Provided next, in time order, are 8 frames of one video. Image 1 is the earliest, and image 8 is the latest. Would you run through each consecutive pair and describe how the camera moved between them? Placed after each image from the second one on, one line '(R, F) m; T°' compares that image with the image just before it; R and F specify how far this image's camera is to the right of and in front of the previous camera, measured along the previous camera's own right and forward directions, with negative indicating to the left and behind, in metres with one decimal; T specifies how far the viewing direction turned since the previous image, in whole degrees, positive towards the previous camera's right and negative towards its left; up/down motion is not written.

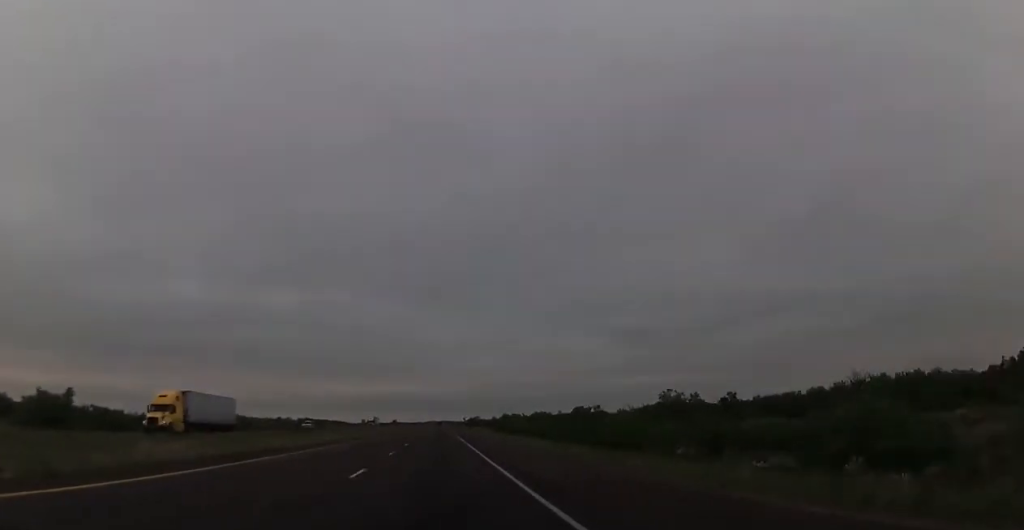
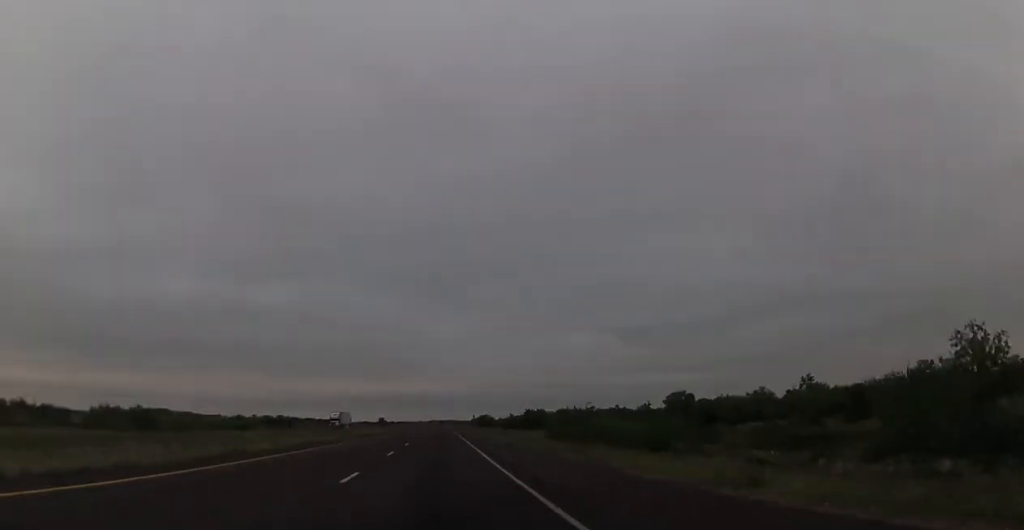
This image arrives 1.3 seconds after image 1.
(-0.2, +50.1) m; 0°
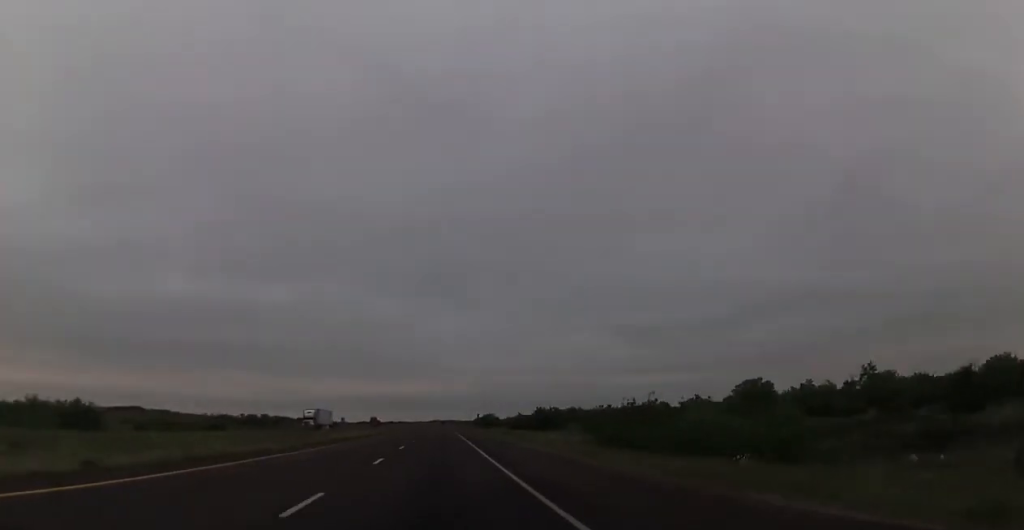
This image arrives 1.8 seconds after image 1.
(+0.1, +17.6) m; 0°
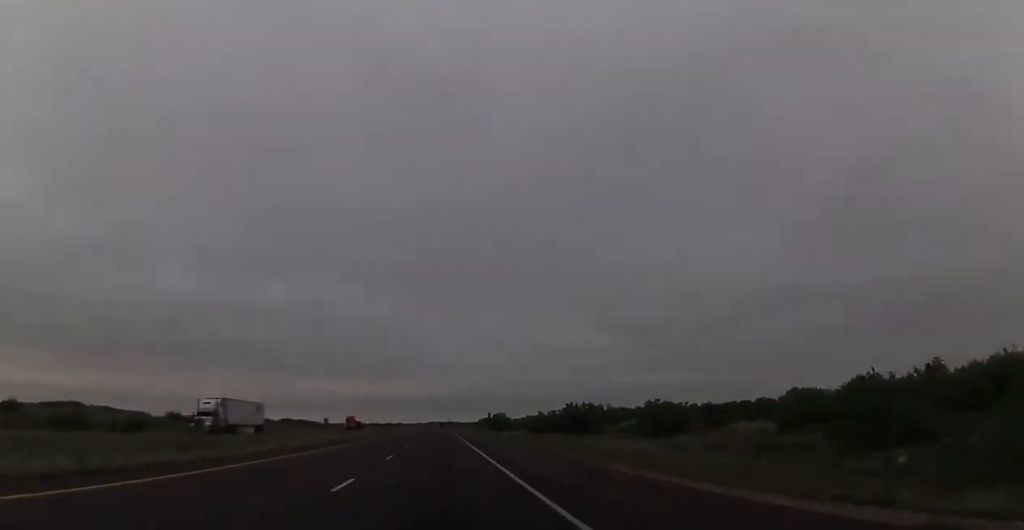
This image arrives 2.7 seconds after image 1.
(0.0, +32.6) m; 0°
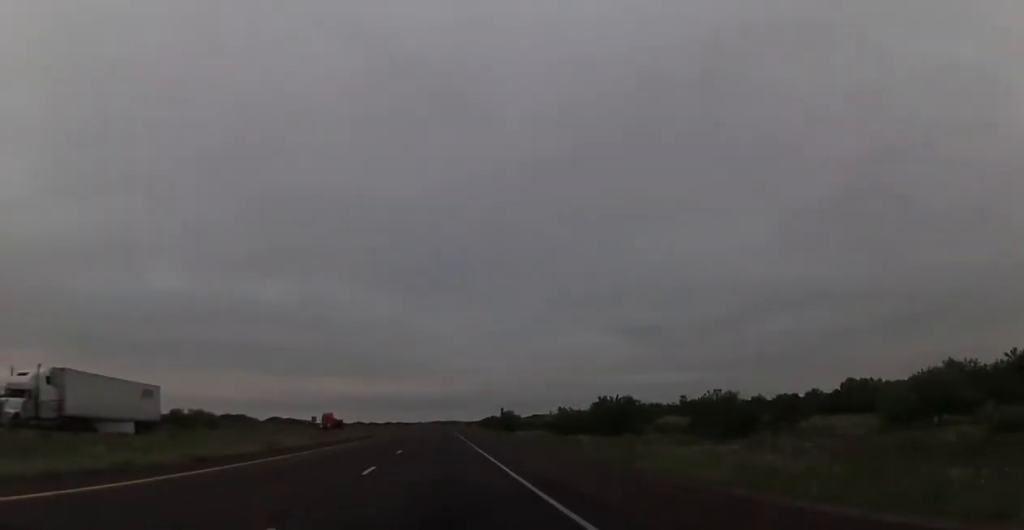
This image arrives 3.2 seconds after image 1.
(0.0, +20.0) m; 0°
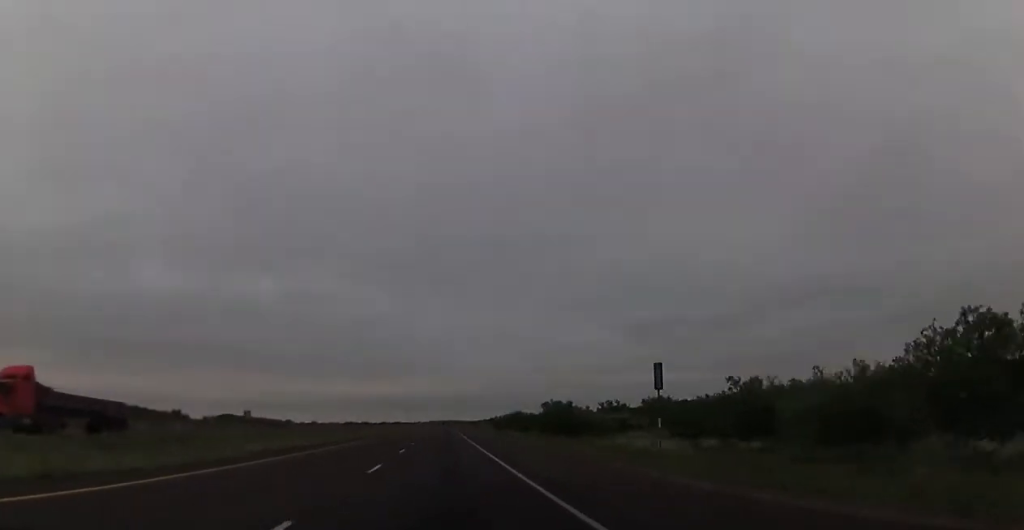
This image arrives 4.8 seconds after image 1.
(-0.4, +60.0) m; 0°
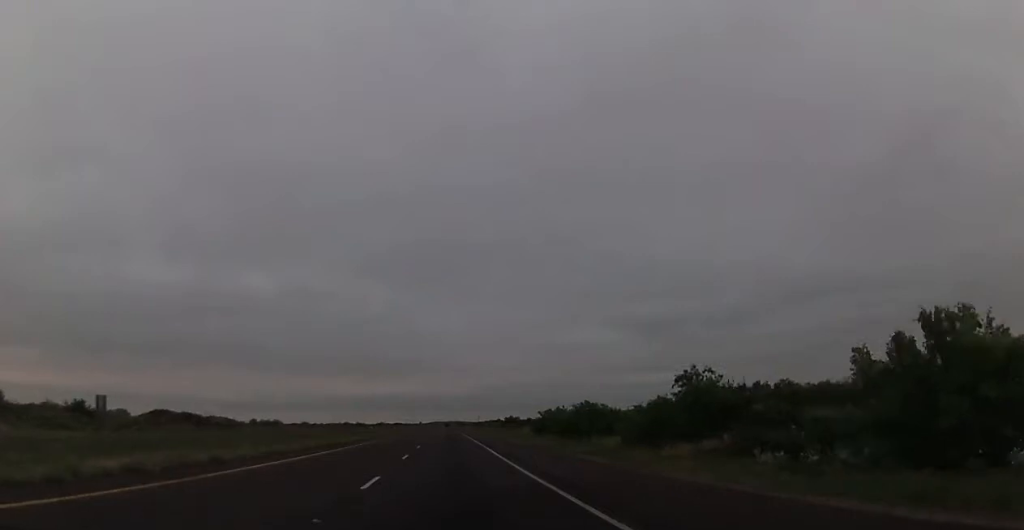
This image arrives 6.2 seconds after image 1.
(+0.3, +52.3) m; 0°
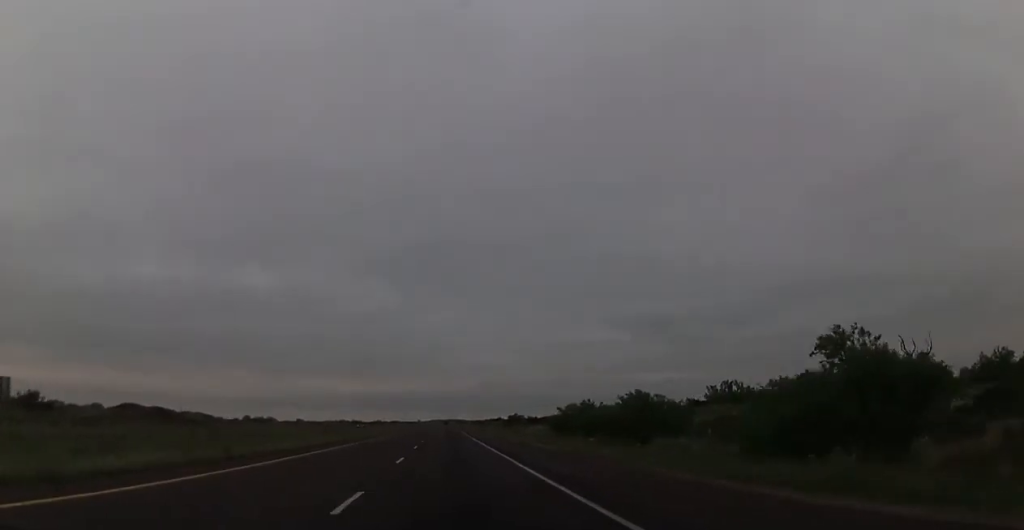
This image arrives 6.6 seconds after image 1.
(-0.1, +16.1) m; 0°
